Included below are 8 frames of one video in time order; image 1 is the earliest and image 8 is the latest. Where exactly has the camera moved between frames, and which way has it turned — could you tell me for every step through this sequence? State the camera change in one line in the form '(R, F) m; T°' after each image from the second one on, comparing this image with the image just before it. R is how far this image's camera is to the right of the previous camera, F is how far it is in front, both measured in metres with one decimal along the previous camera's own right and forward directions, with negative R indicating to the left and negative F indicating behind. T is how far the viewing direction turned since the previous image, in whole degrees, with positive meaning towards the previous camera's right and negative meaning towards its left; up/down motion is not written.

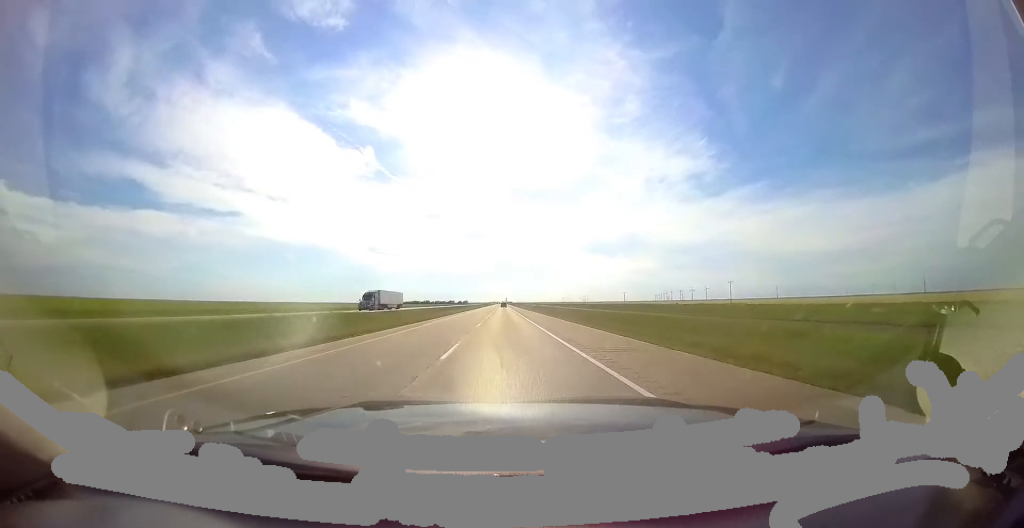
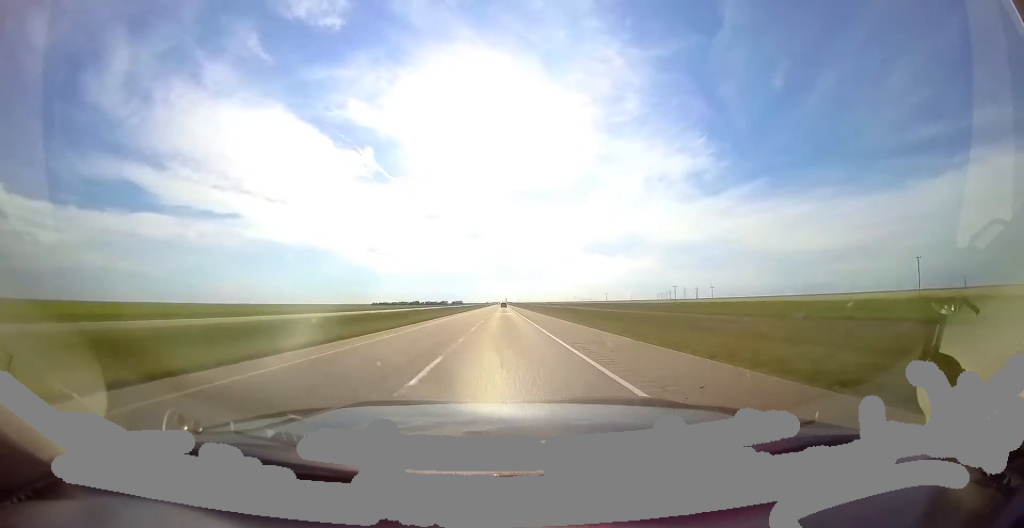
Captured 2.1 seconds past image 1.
(-0.2, +73.6) m; 0°
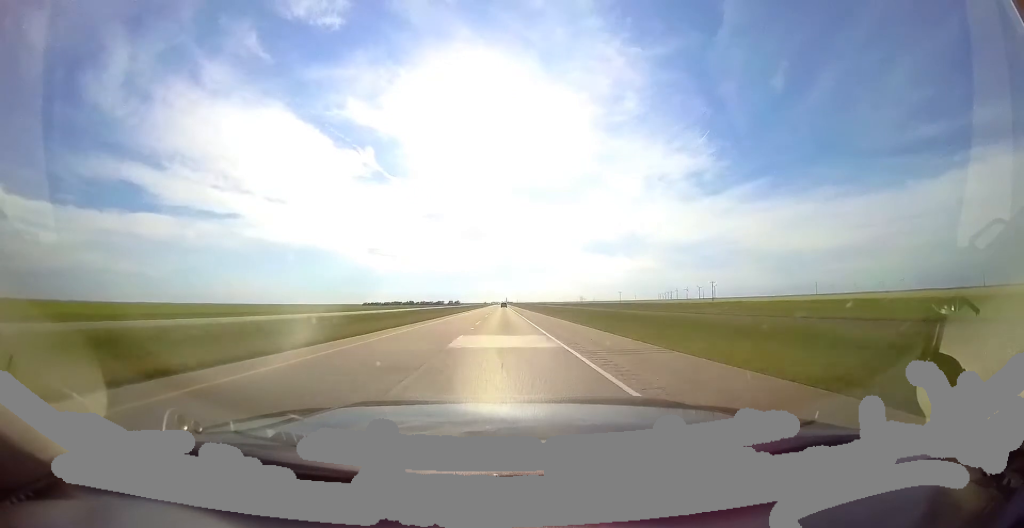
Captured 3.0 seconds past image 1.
(-0.2, +33.2) m; 0°
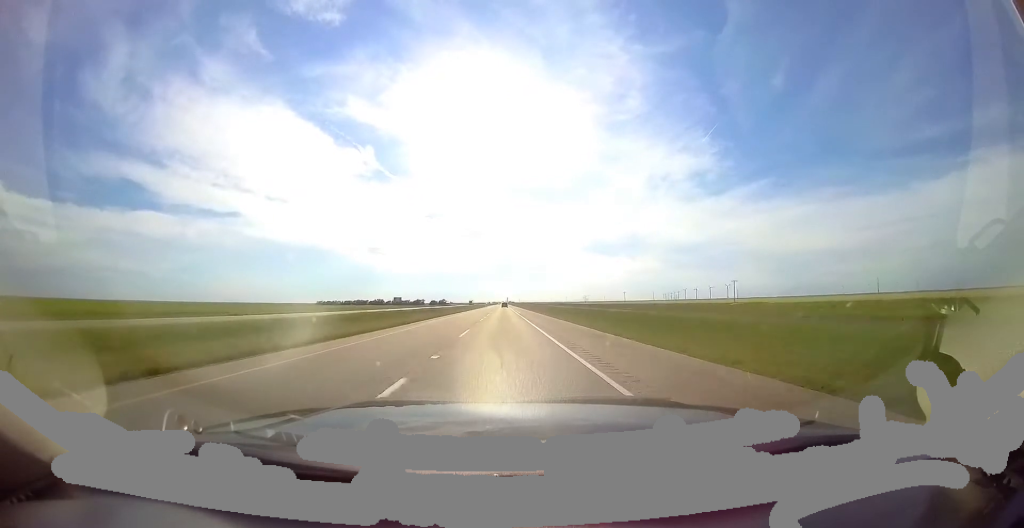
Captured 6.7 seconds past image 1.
(-0.5, +129.3) m; 0°
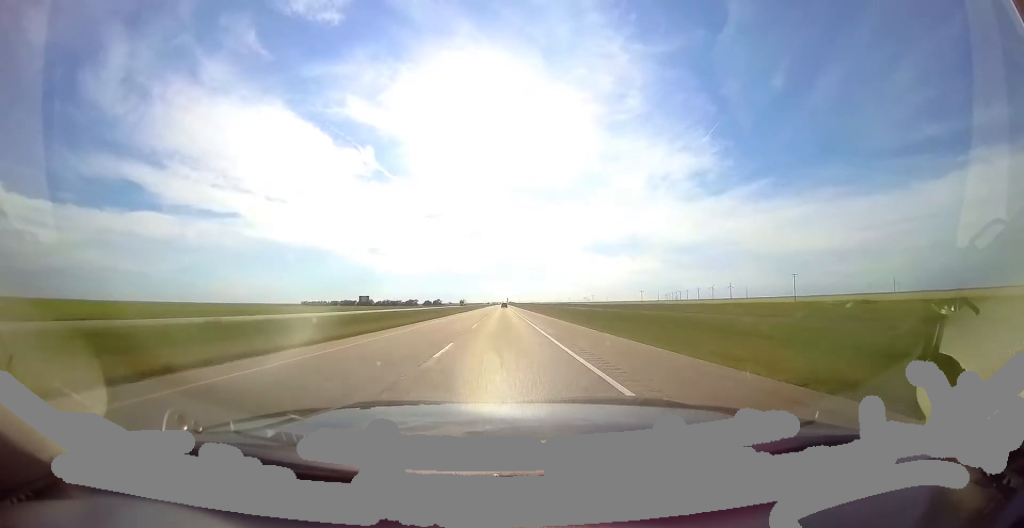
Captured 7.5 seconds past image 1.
(0.0, +30.5) m; 0°
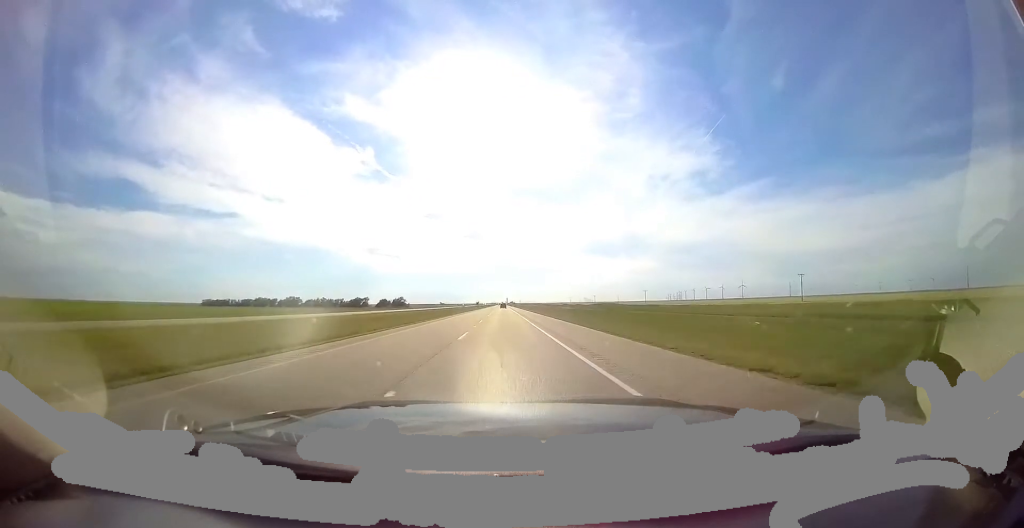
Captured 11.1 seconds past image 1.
(+1.3, +124.6) m; +1°
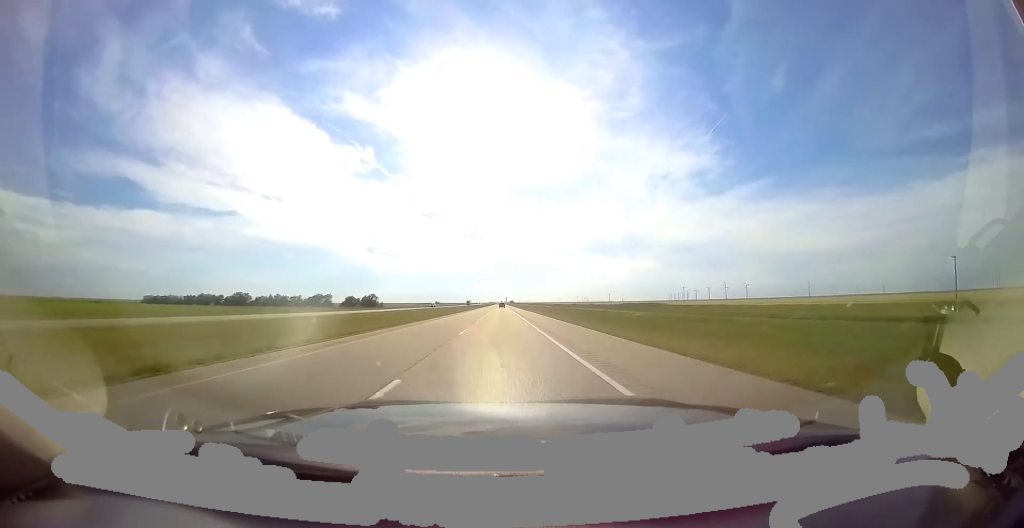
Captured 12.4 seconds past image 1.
(0.0, +47.5) m; 0°
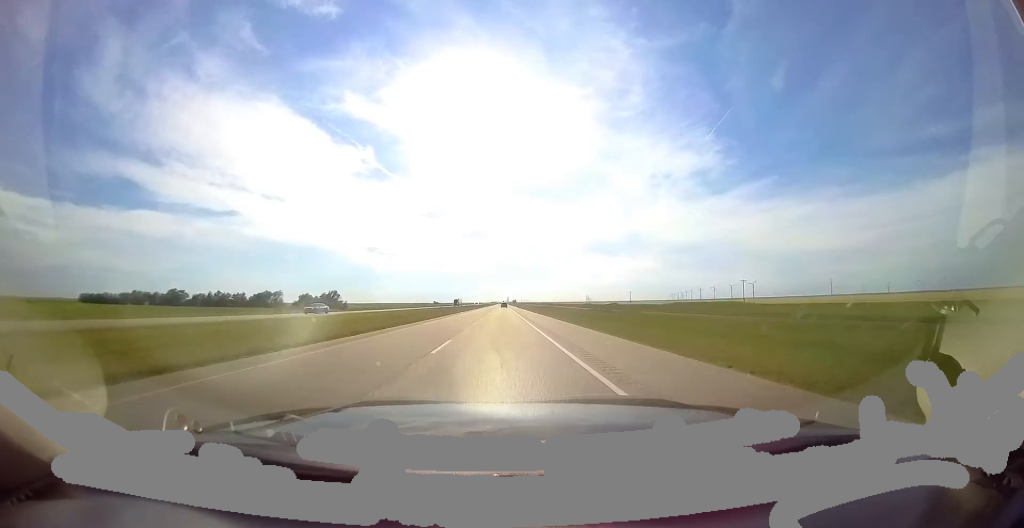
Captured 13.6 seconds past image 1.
(-0.1, +42.8) m; 0°
